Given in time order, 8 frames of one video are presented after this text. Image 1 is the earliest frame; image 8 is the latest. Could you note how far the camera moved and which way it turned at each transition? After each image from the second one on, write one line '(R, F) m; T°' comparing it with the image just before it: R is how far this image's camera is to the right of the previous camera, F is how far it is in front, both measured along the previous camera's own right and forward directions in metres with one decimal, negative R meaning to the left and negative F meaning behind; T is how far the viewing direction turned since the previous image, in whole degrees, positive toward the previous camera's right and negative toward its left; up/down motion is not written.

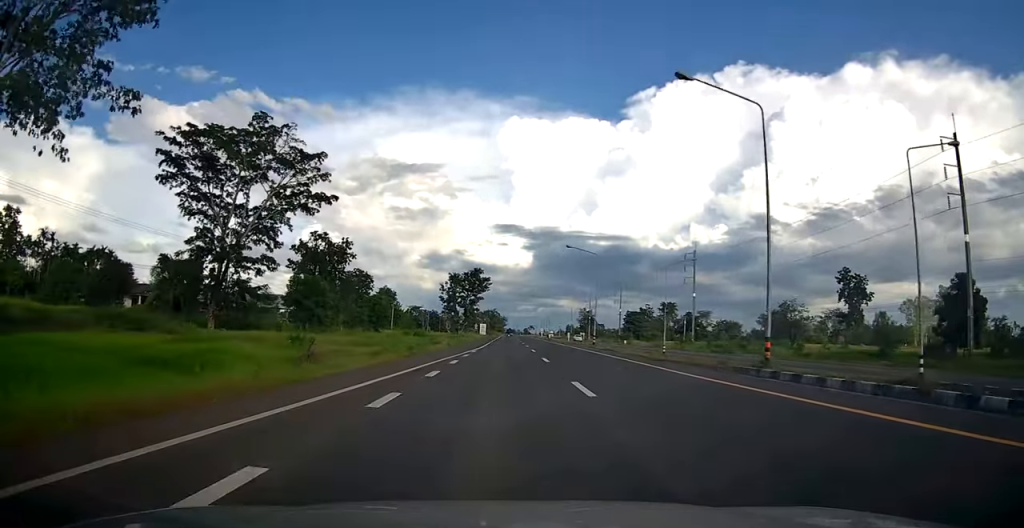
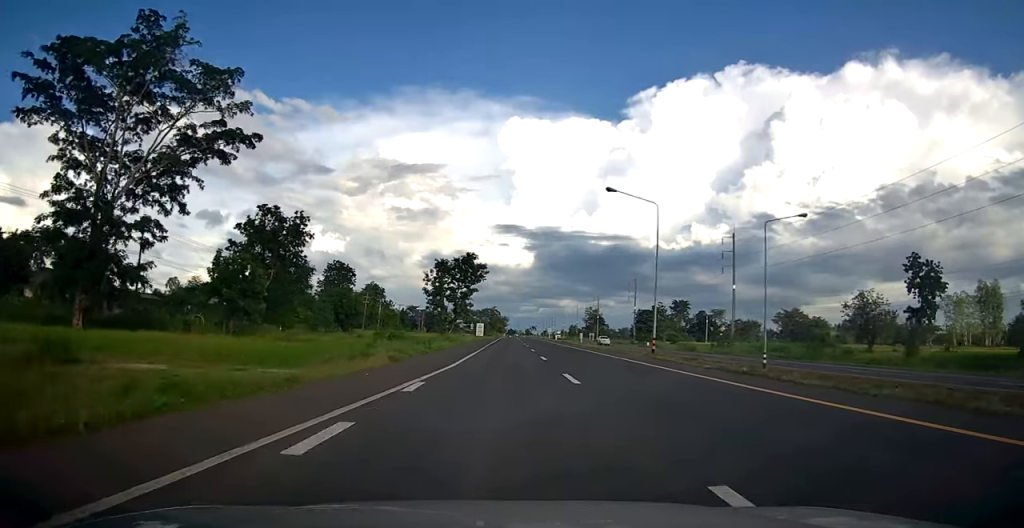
(+0.2, +21.3) m; 0°
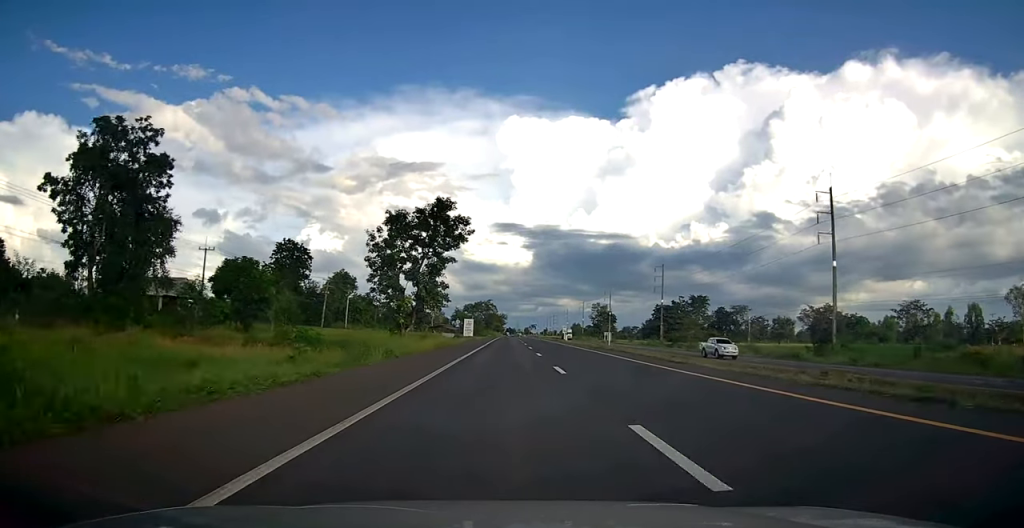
(-0.4, +33.6) m; -1°
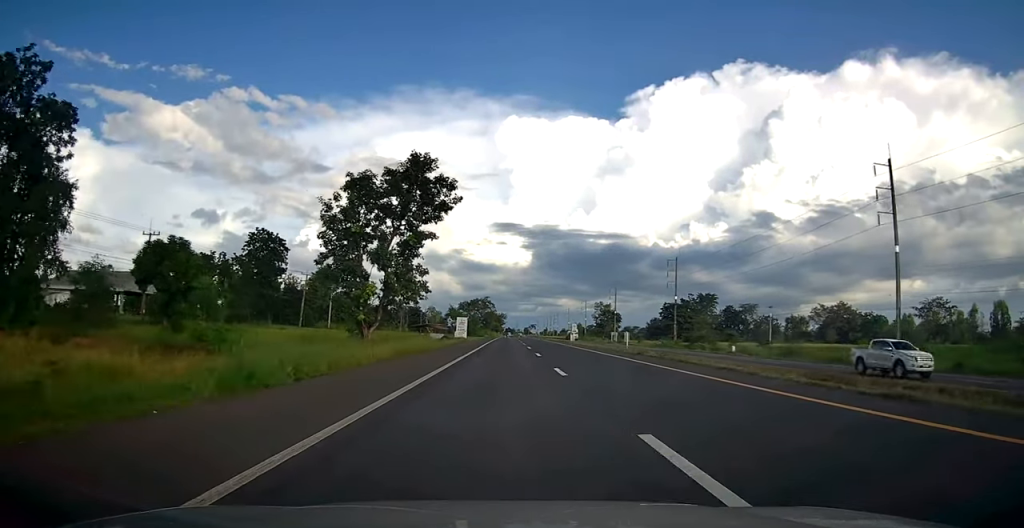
(0.0, +12.7) m; 0°
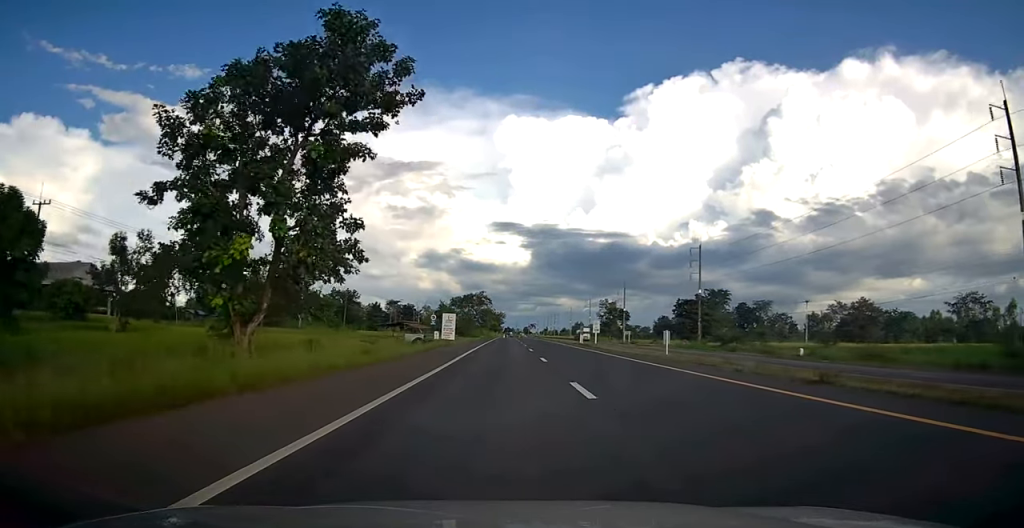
(0.0, +17.5) m; 0°
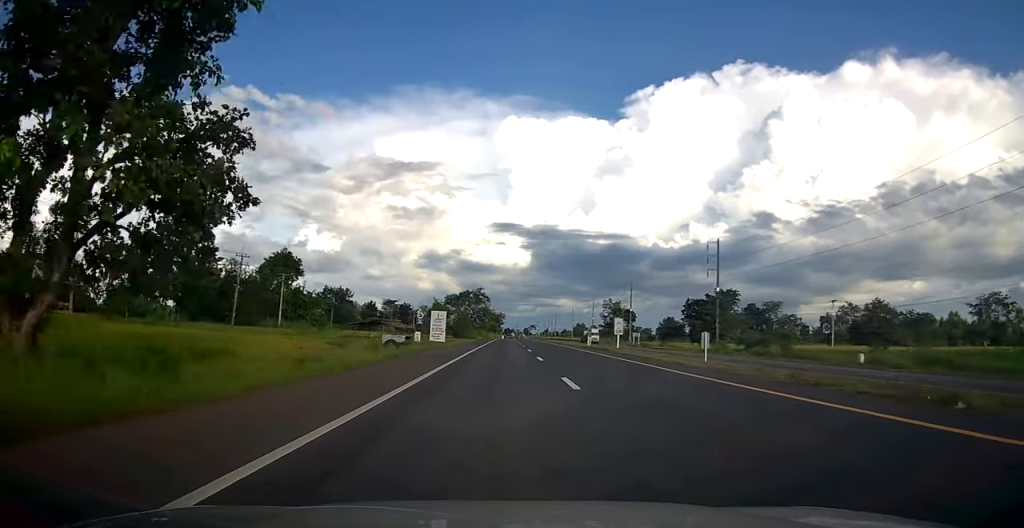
(0.0, +10.2) m; 0°
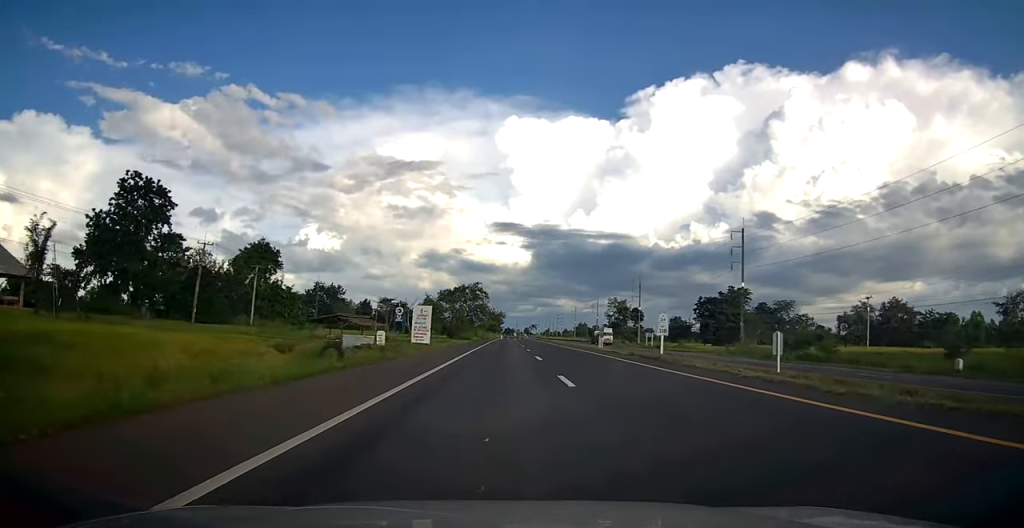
(0.0, +11.3) m; 0°
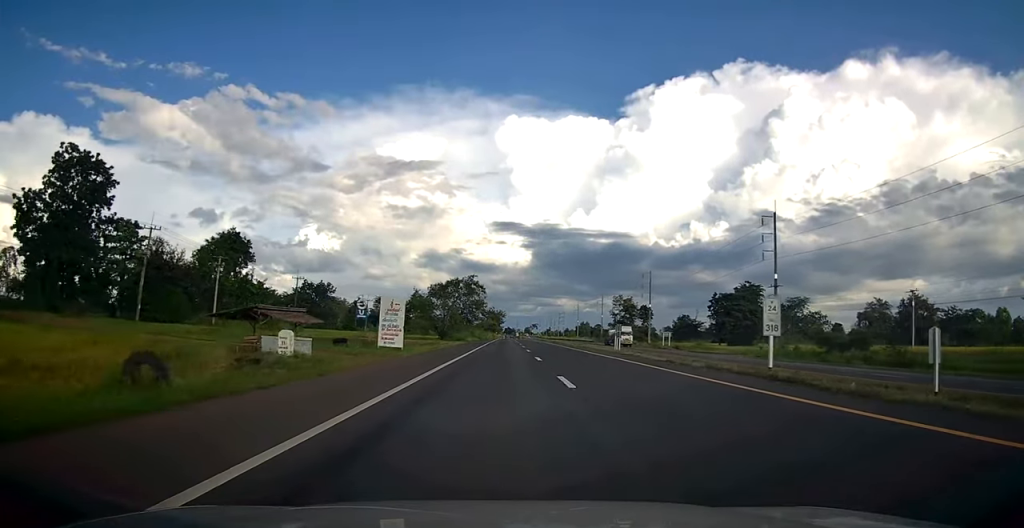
(0.0, +12.1) m; 0°
